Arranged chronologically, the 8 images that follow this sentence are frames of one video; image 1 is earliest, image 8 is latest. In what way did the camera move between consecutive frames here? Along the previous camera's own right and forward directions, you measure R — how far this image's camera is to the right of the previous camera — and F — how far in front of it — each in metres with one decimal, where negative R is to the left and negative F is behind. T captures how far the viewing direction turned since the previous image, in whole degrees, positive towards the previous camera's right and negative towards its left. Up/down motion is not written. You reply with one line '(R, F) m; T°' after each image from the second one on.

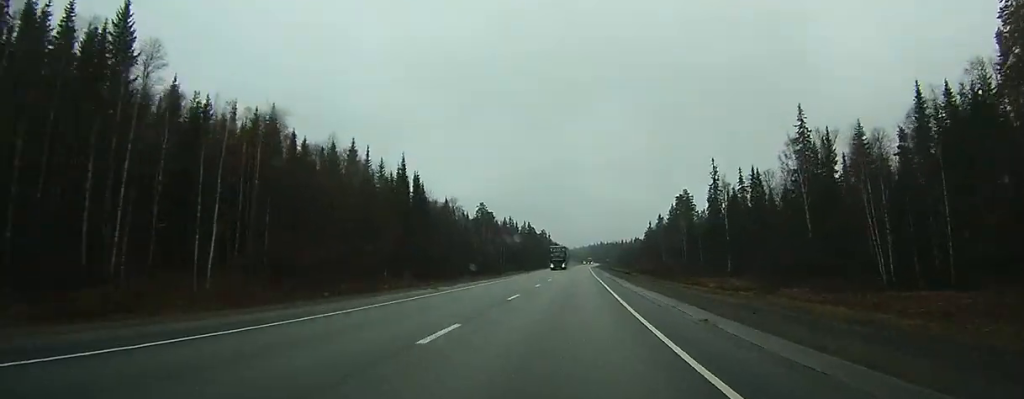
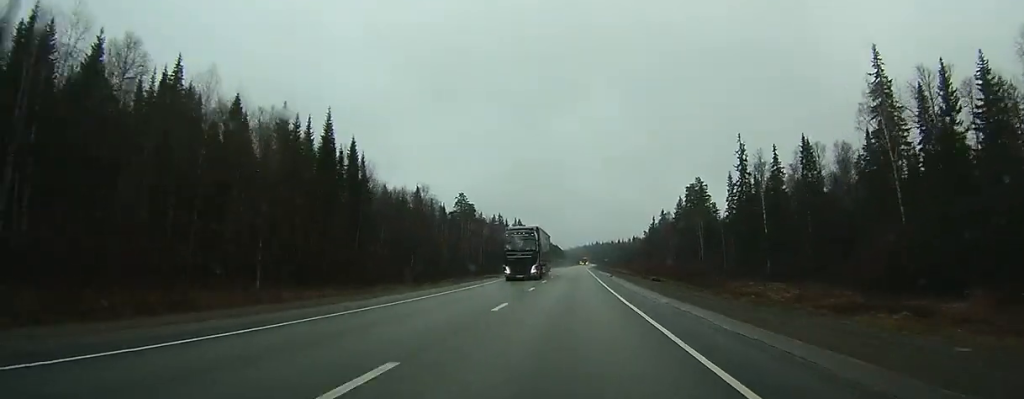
(+0.4, +28.4) m; +1°
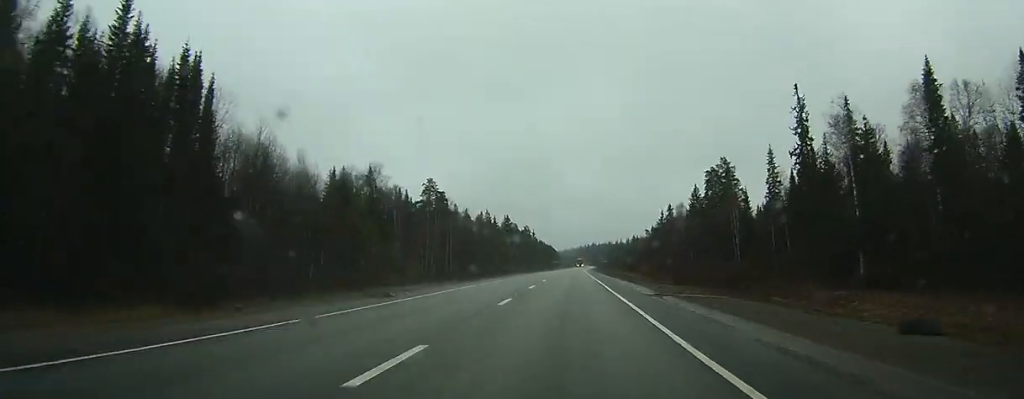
(+0.2, +33.9) m; +1°
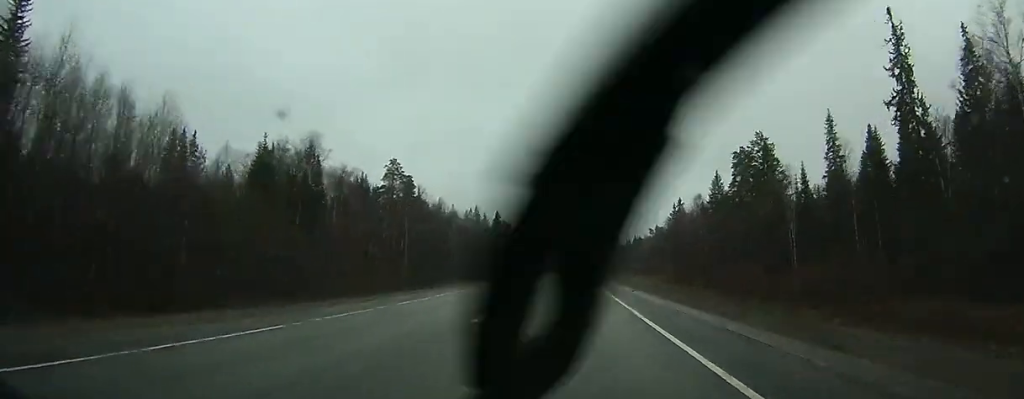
(+0.2, +27.8) m; 0°
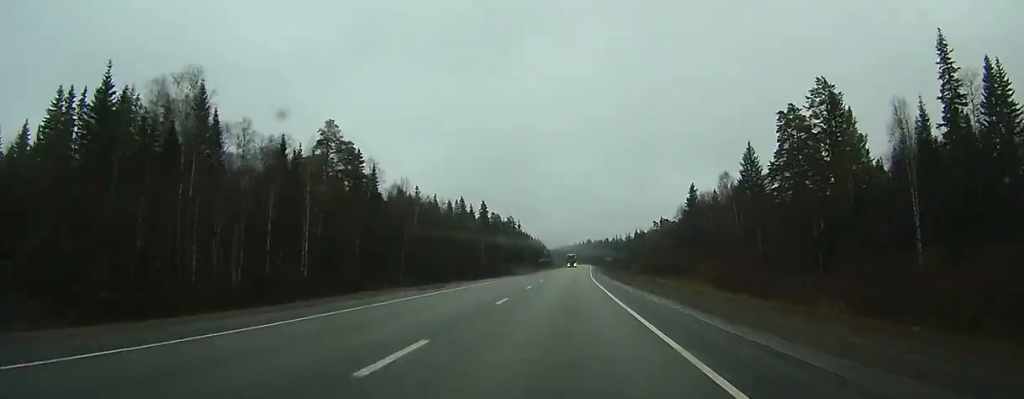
(+0.1, +29.4) m; 0°
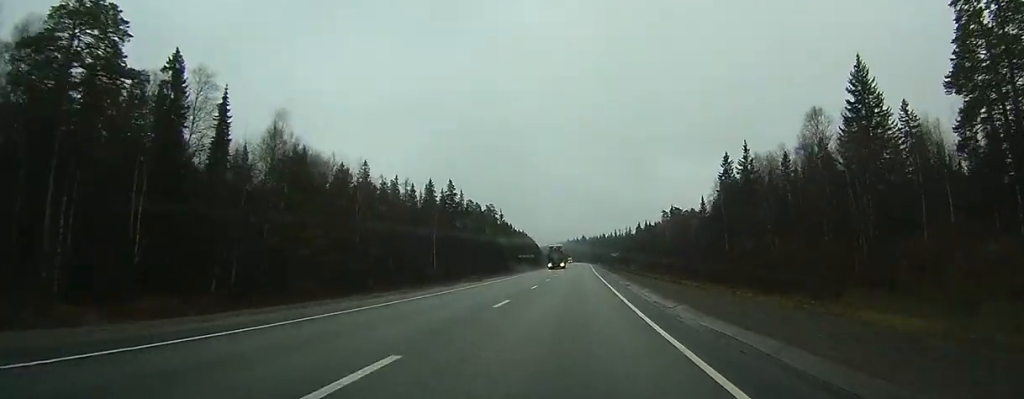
(+0.1, +47.2) m; 0°
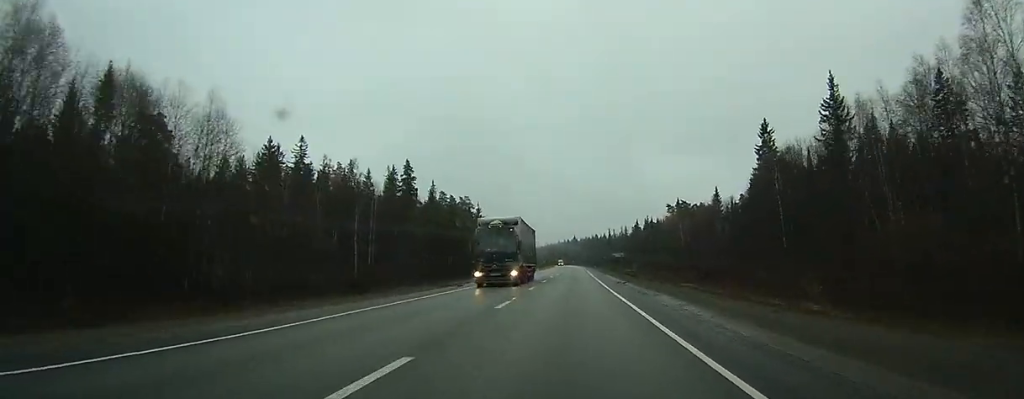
(+0.1, +34.7) m; 0°
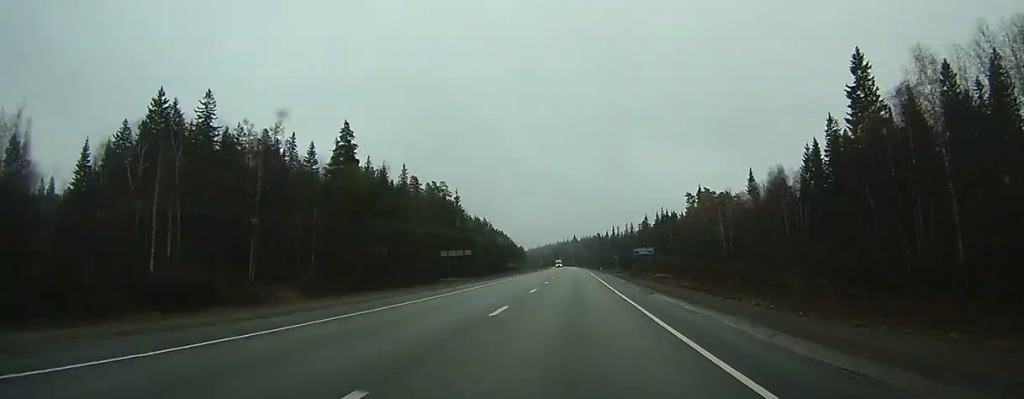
(+0.2, +38.6) m; 0°
